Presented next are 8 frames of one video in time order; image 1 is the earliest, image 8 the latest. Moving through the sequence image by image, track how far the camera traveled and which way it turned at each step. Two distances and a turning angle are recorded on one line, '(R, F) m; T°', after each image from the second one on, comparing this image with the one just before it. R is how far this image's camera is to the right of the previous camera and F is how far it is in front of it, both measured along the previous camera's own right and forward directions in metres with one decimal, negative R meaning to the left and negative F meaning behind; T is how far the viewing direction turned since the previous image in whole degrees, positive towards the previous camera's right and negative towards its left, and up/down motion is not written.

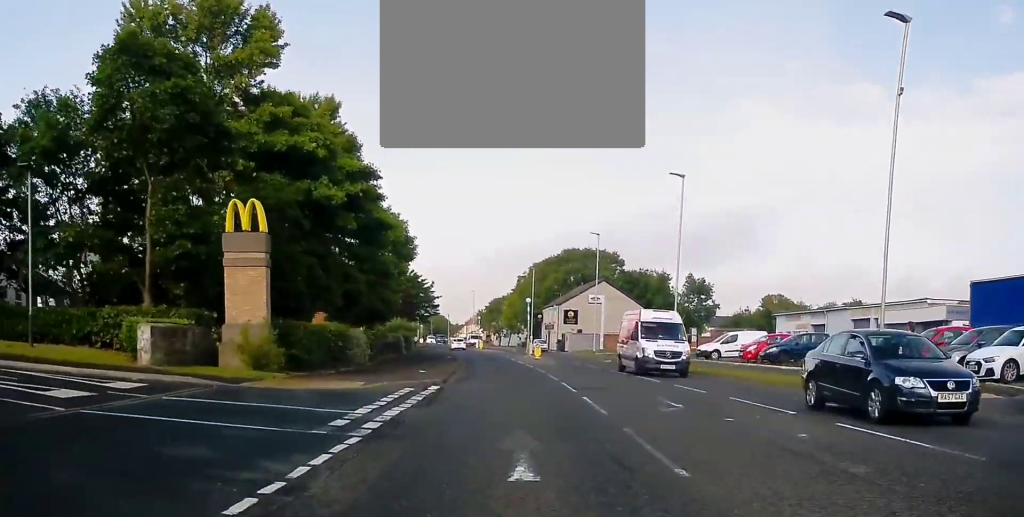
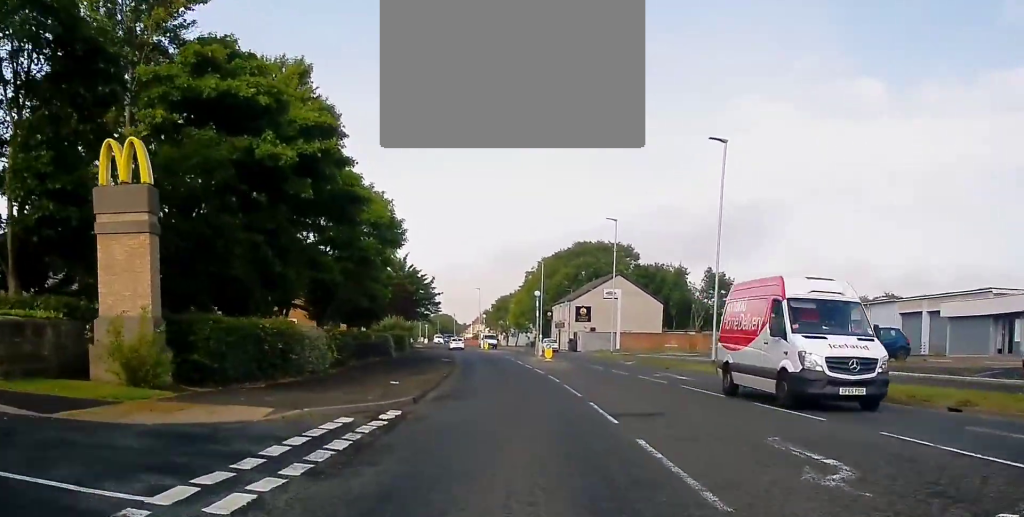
(0.0, +7.5) m; -1°
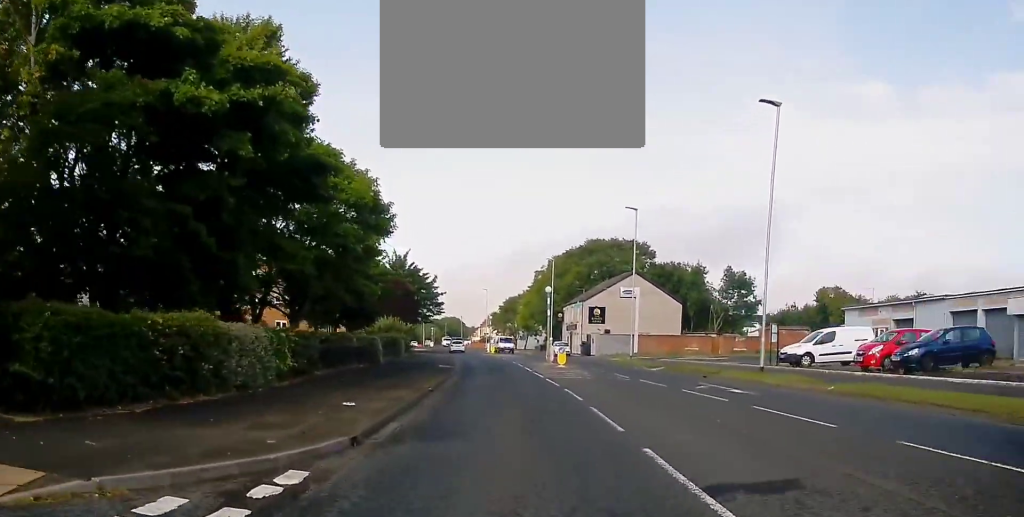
(-0.1, +6.6) m; -1°
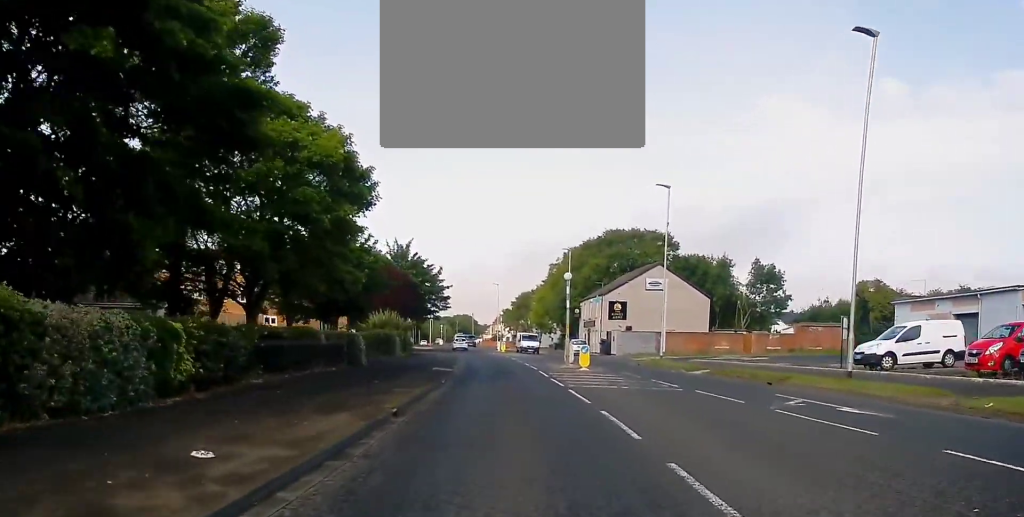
(-0.1, +7.5) m; 0°
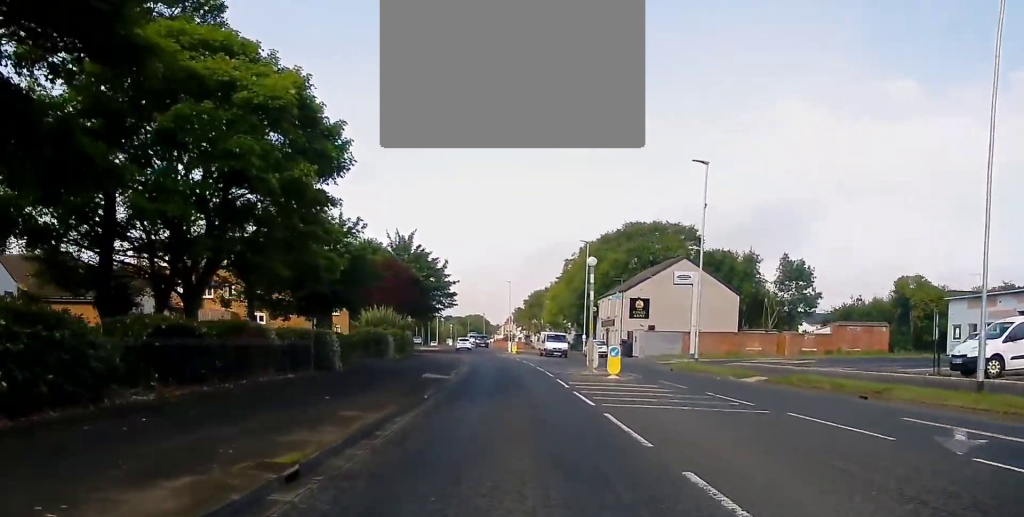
(0.0, +6.5) m; 0°
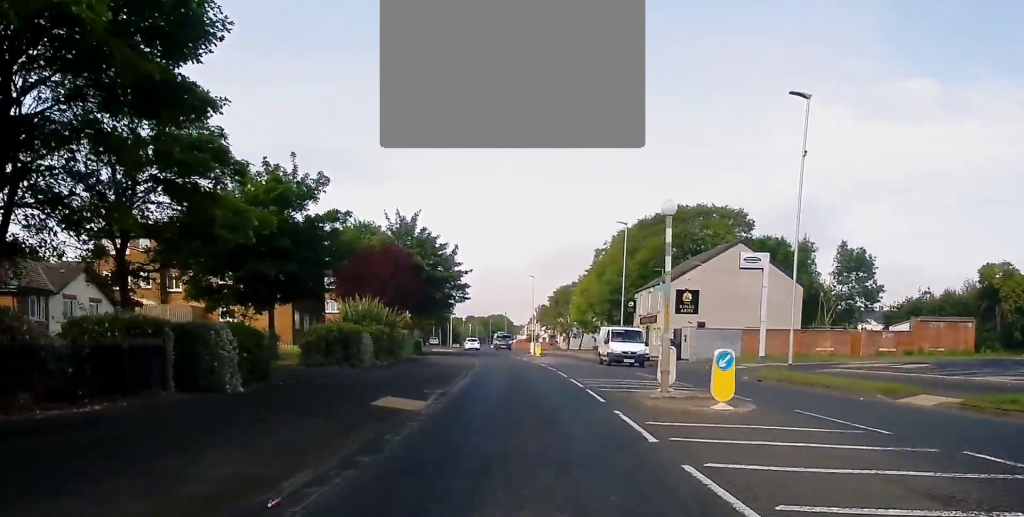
(0.0, +11.4) m; -3°
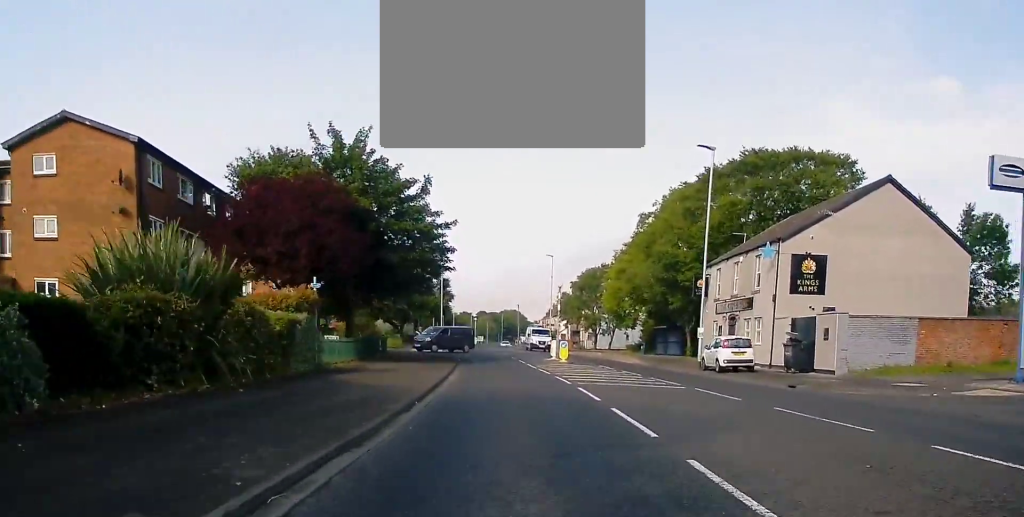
(-1.1, +23.4) m; -1°
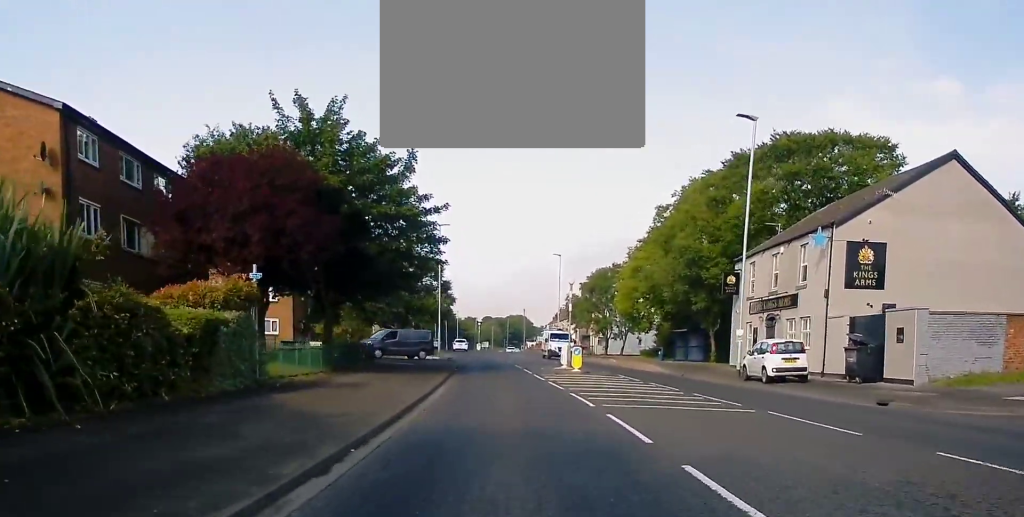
(+0.2, +6.1) m; 0°
